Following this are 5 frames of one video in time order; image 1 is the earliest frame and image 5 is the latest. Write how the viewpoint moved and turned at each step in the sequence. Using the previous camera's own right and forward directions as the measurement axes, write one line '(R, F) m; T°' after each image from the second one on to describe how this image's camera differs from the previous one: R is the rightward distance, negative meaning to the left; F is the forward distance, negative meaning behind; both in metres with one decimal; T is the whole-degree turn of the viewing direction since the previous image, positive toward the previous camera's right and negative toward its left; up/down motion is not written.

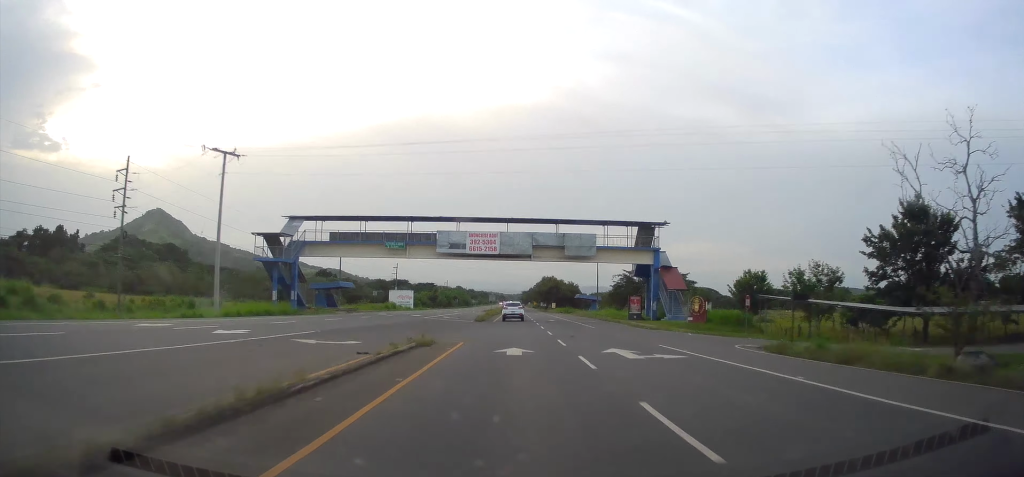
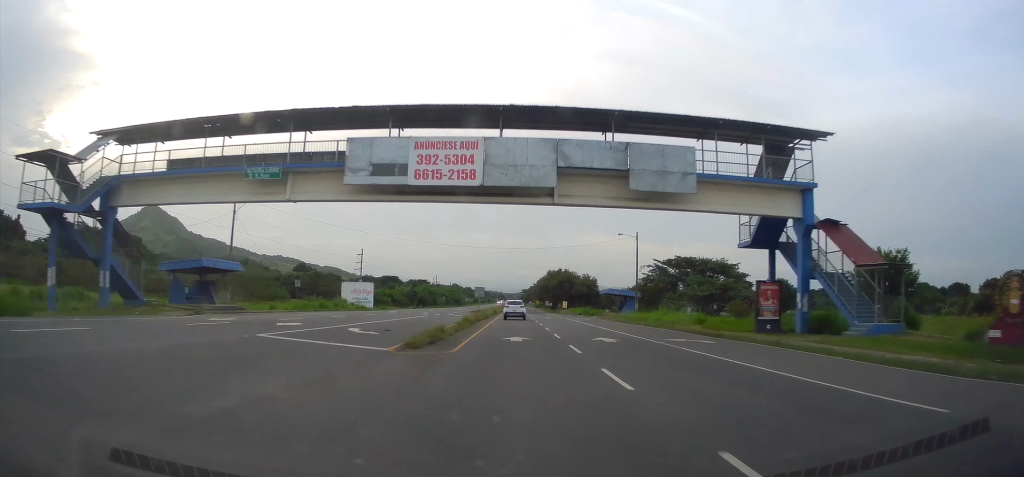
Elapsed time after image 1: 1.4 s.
(+0.2, +32.4) m; 0°
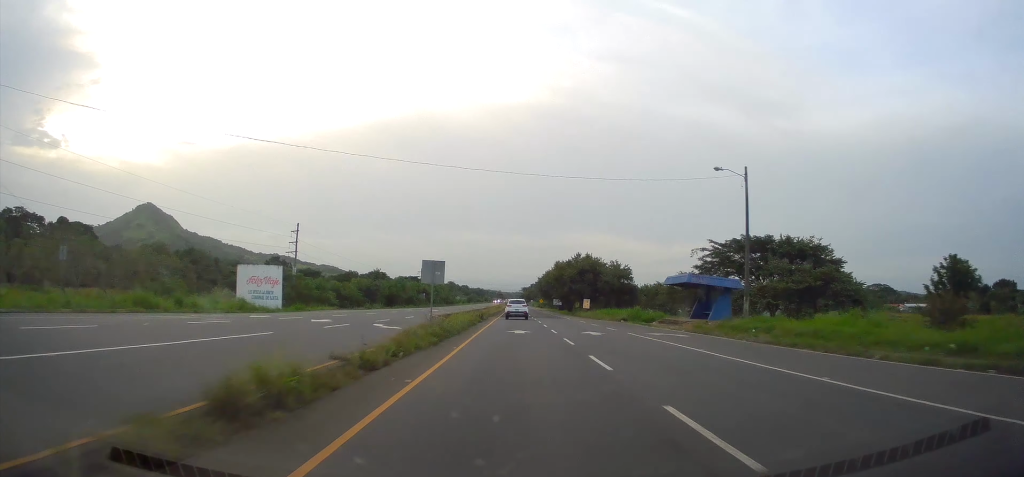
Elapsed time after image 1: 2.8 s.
(-0.3, +32.2) m; 0°
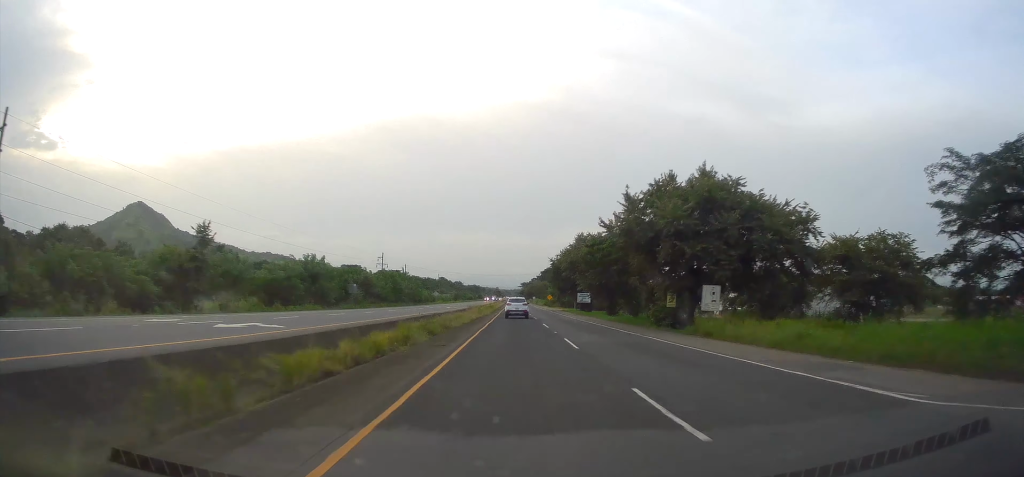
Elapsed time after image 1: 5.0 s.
(-0.2, +49.4) m; 0°
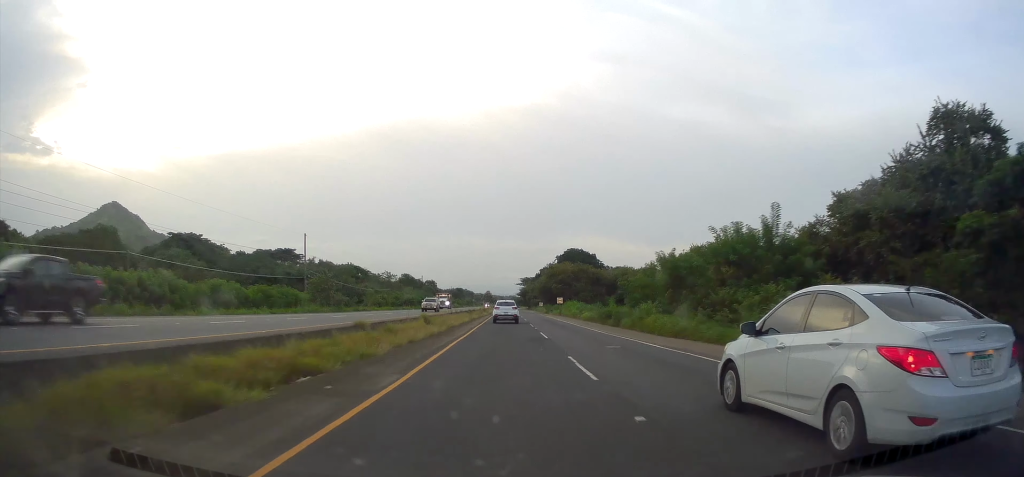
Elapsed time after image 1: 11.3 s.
(+0.6, +143.9) m; 0°
